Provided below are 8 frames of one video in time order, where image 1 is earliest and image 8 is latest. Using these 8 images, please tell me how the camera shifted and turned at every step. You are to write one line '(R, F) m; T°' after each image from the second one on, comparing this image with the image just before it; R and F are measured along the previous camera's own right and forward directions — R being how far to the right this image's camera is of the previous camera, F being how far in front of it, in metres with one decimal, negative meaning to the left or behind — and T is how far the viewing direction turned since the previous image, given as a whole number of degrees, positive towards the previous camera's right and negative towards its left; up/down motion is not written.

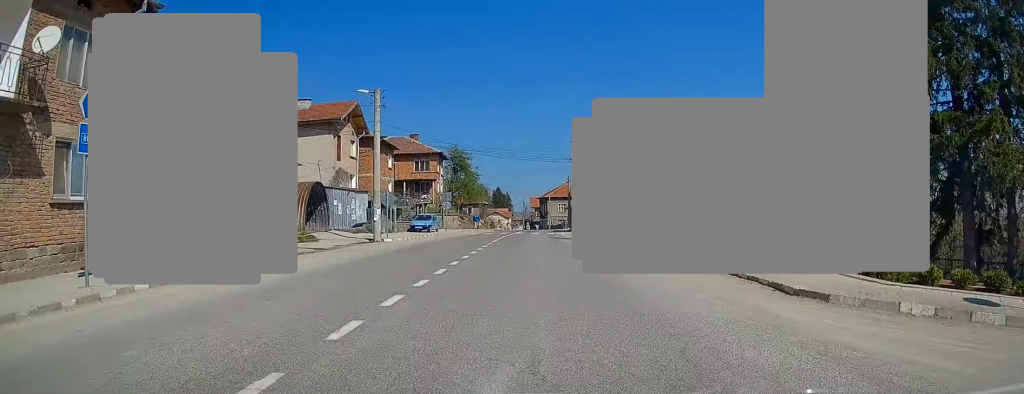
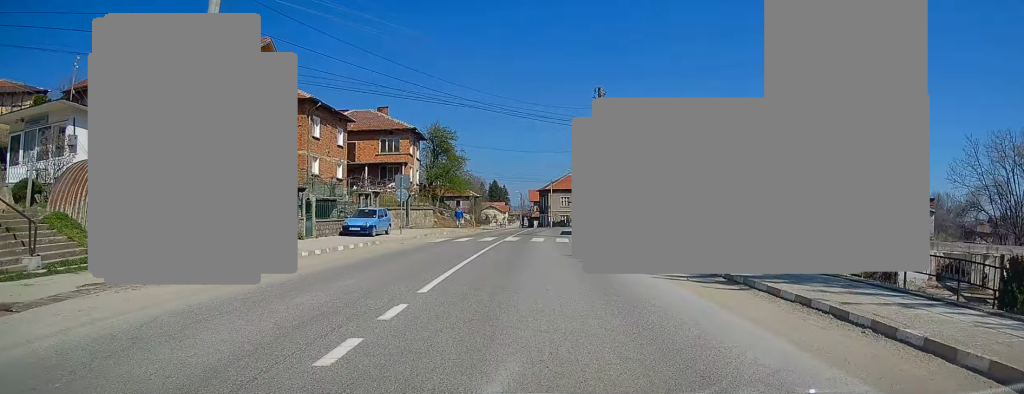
(-0.5, +17.4) m; 0°
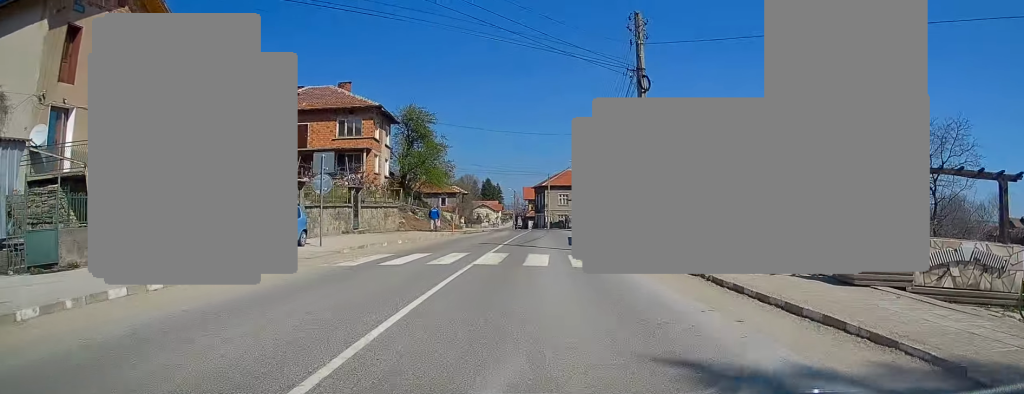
(+0.3, +12.0) m; +2°
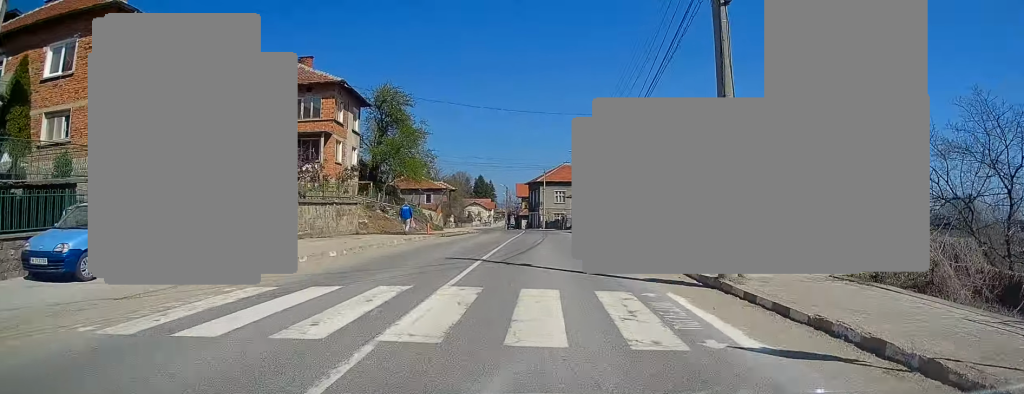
(+0.1, +8.3) m; +2°
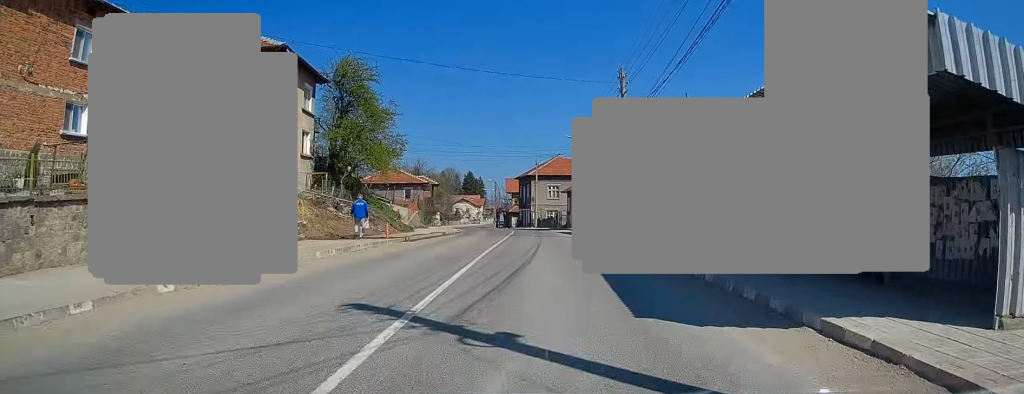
(0.0, +8.4) m; +1°
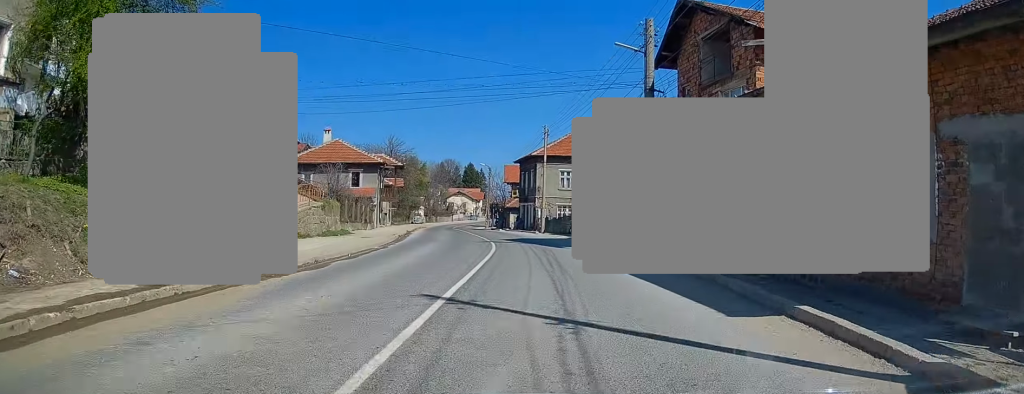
(+0.2, +24.8) m; -2°
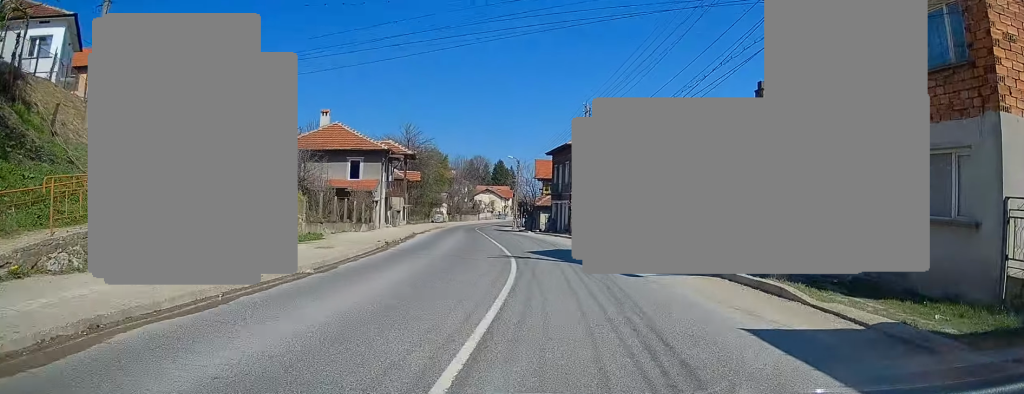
(-0.3, +9.0) m; -2°
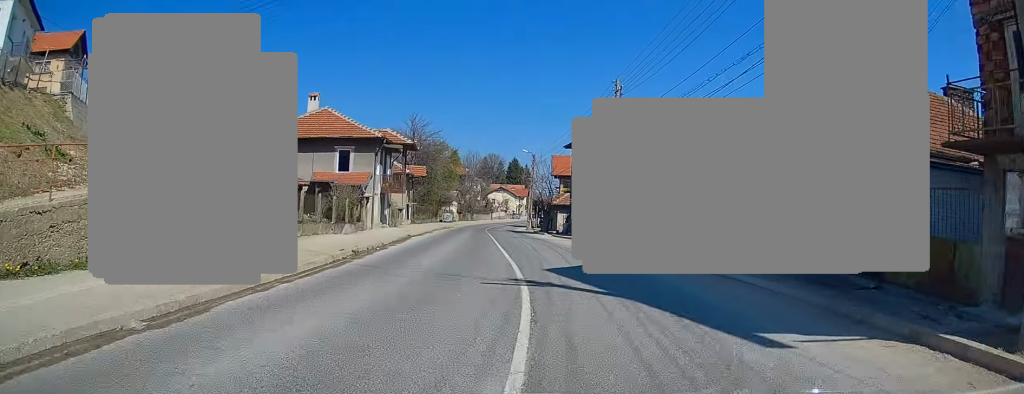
(-0.1, +6.1) m; -1°
